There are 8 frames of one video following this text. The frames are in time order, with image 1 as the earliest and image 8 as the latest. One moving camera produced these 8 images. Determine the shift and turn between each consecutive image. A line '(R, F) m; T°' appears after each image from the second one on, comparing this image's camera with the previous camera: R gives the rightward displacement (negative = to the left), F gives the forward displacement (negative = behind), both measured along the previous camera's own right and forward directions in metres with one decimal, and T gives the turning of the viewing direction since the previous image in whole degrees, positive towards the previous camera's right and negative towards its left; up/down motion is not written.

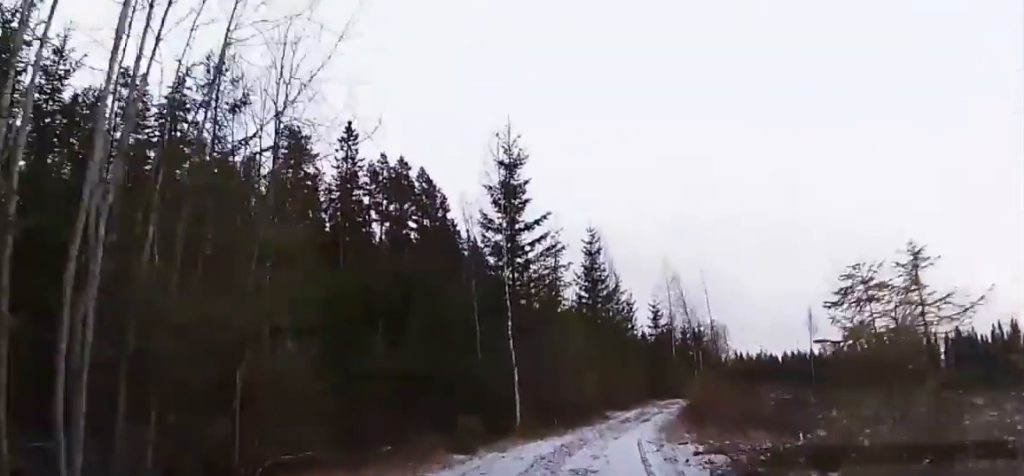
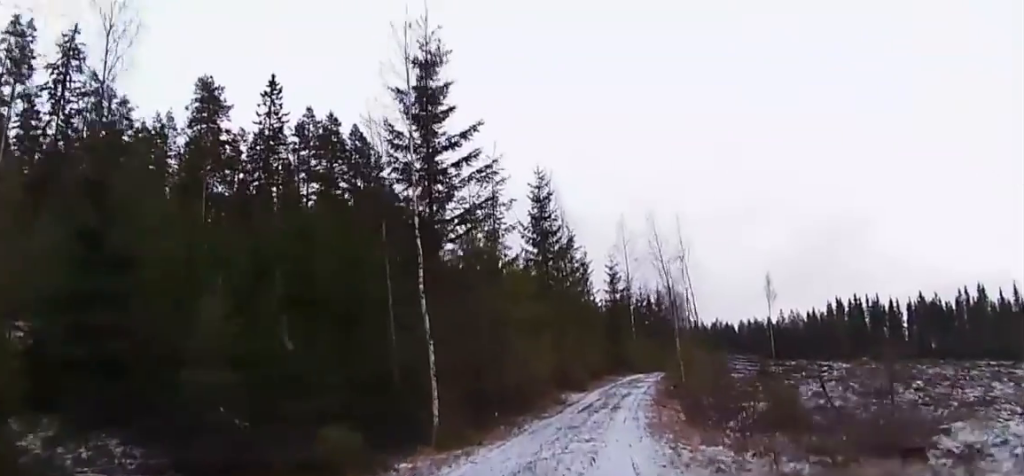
(0.0, +7.8) m; 0°
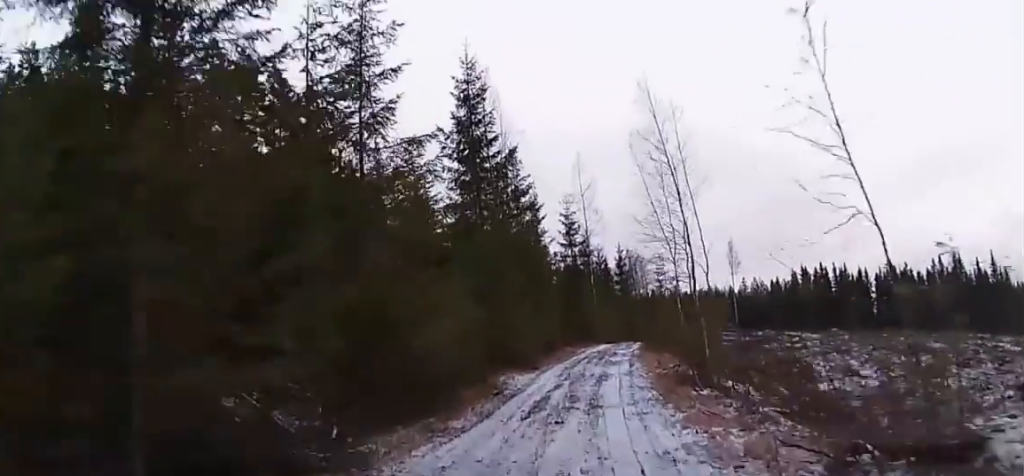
(0.0, +11.5) m; +3°
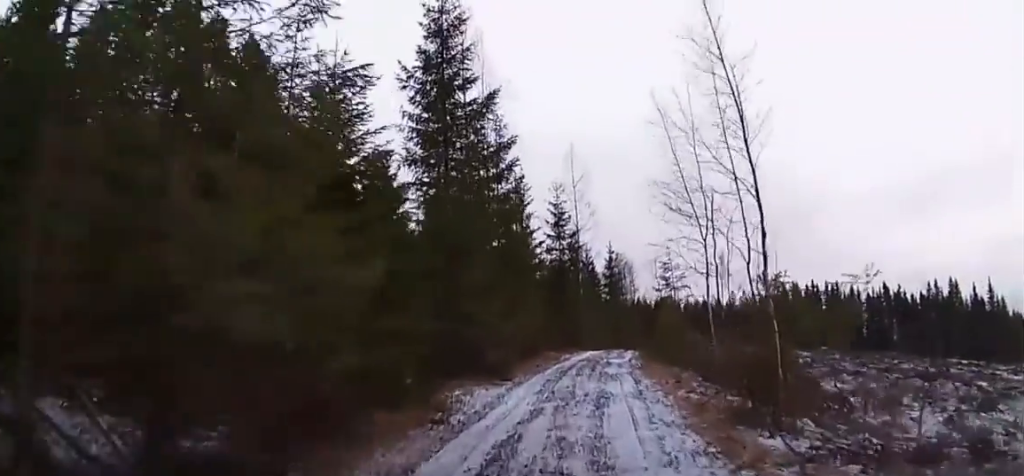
(+0.3, +6.4) m; +3°
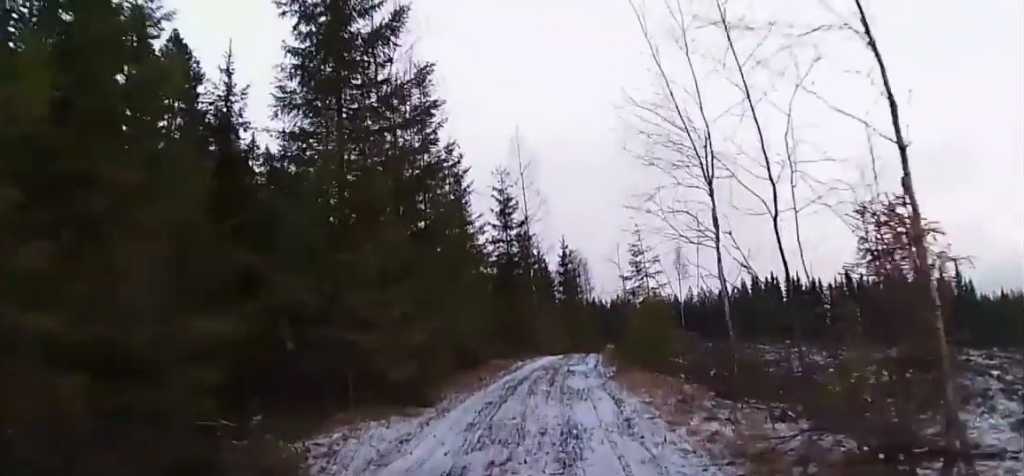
(+0.1, +5.2) m; +1°
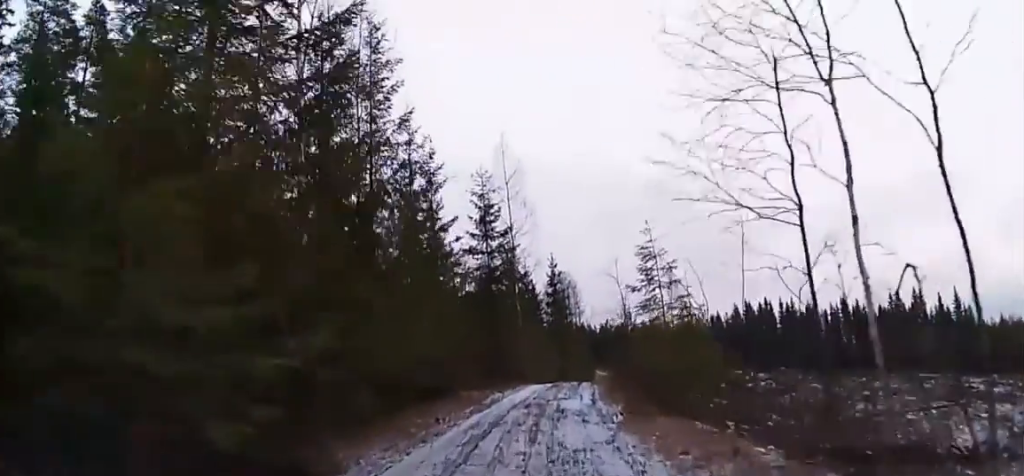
(0.0, +5.5) m; +1°
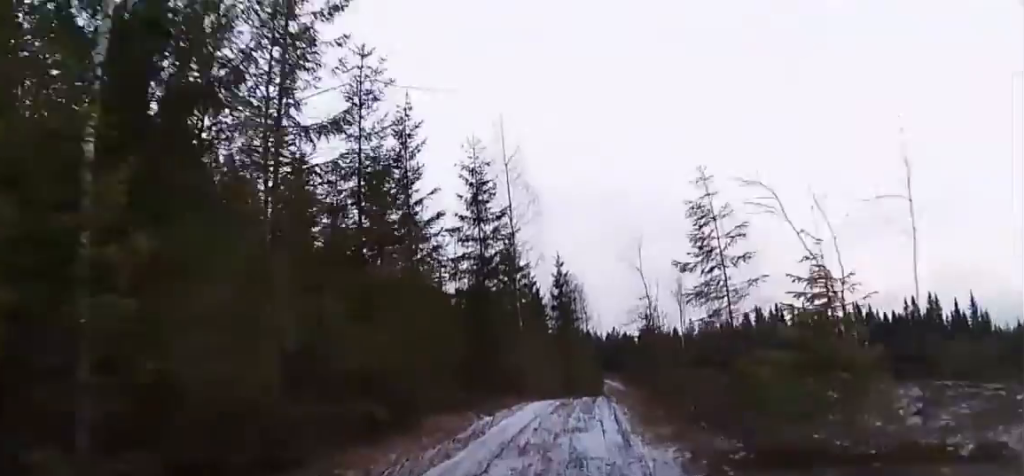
(+0.1, +6.5) m; +3°
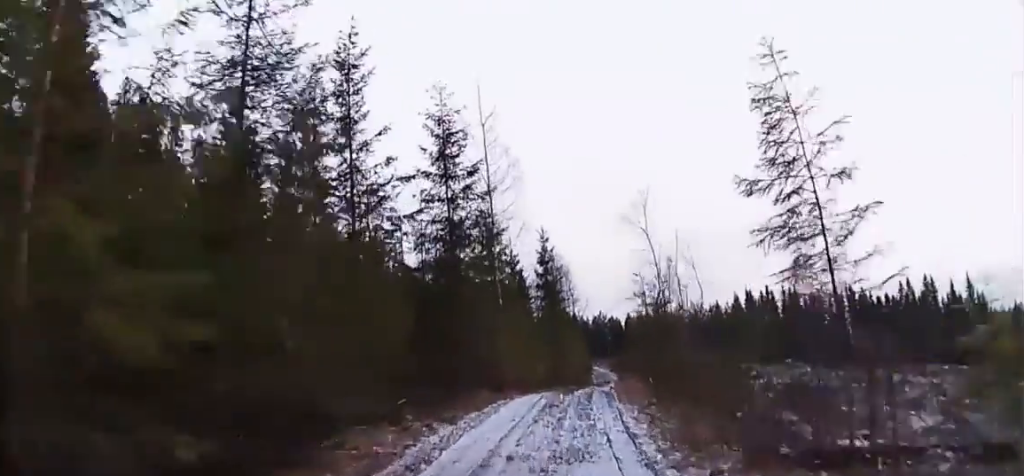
(+0.2, +5.0) m; 0°
